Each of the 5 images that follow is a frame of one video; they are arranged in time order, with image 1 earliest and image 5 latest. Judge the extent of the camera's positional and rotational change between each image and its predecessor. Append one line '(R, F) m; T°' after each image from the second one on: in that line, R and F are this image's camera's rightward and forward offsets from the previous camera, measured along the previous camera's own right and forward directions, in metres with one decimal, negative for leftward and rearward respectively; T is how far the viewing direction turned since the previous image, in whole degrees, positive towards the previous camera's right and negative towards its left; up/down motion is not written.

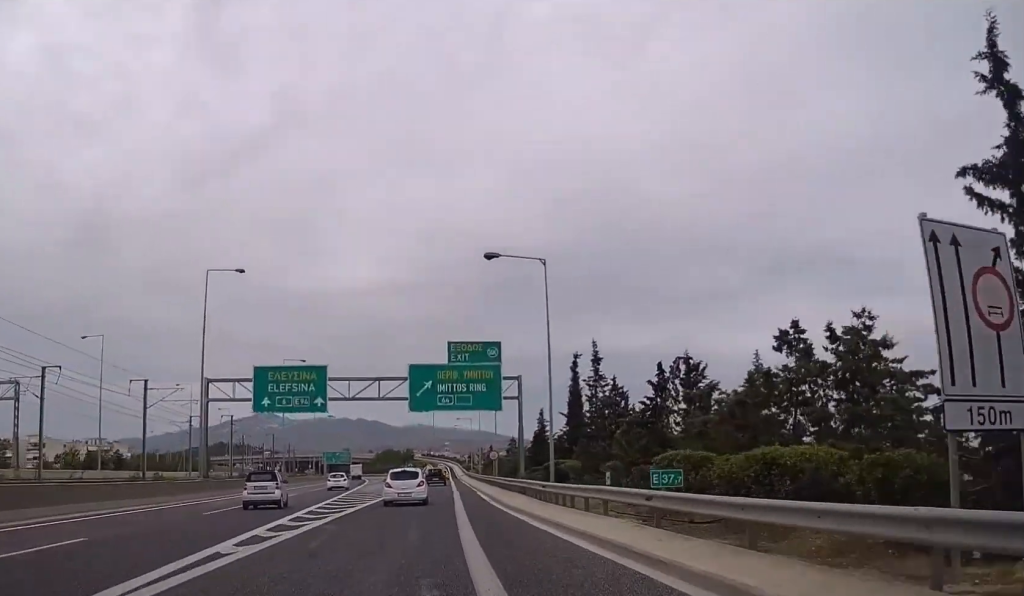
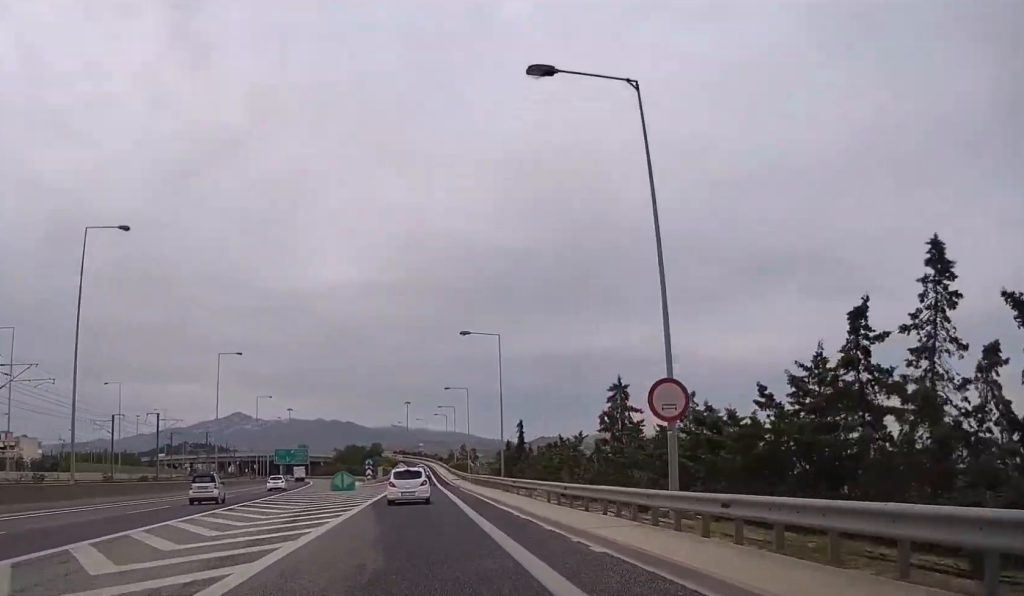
(+0.9, +52.8) m; +2°
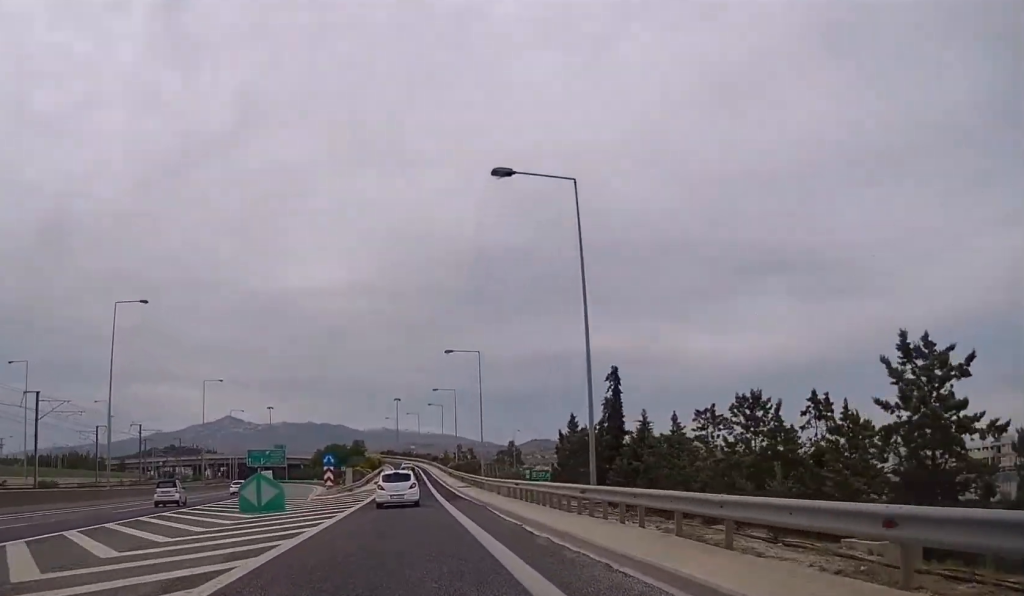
(+0.2, +28.5) m; +1°
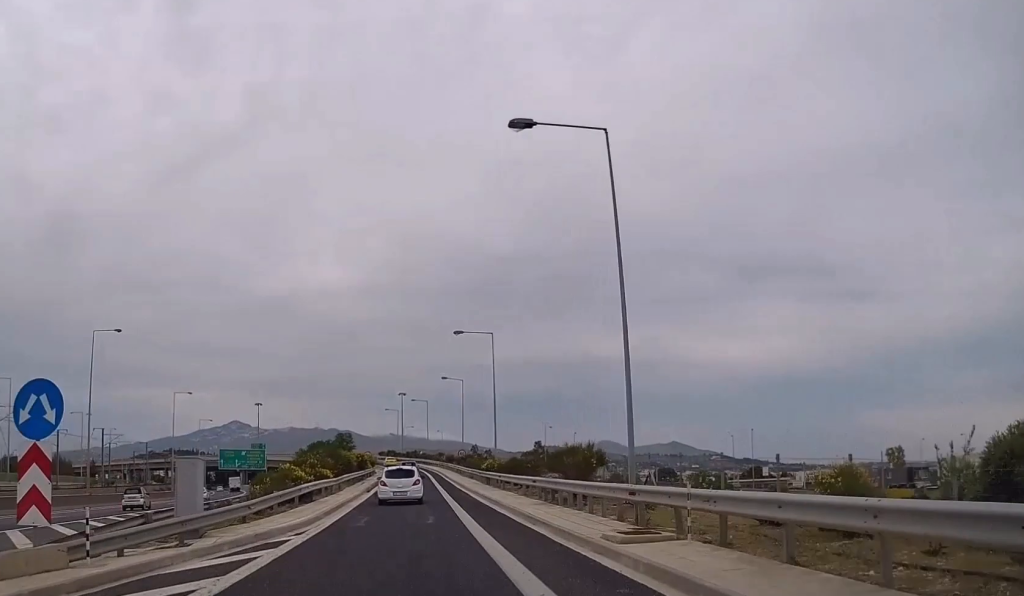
(0.0, +39.4) m; 0°
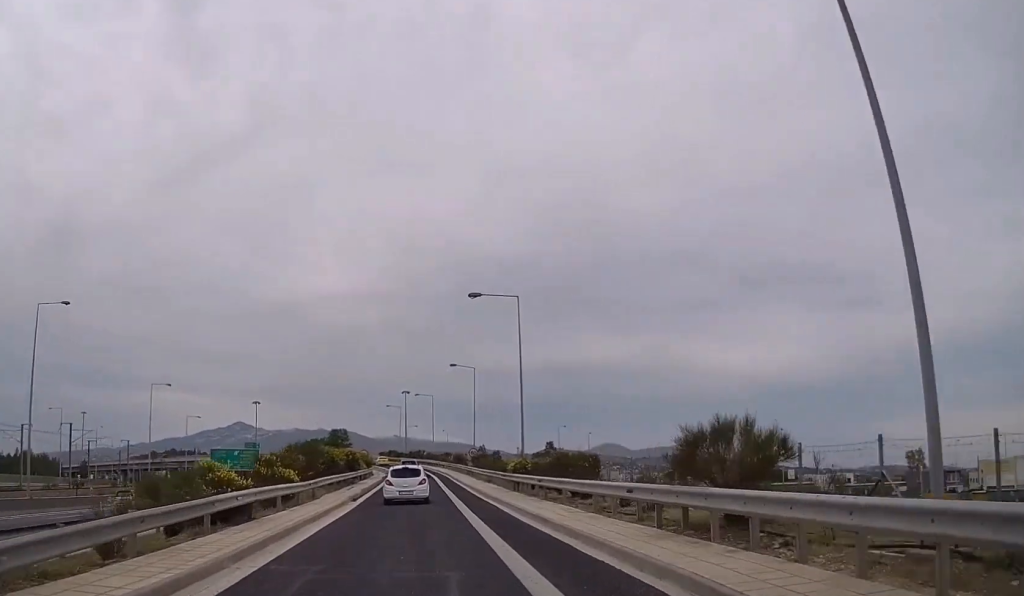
(0.0, +11.6) m; 0°
